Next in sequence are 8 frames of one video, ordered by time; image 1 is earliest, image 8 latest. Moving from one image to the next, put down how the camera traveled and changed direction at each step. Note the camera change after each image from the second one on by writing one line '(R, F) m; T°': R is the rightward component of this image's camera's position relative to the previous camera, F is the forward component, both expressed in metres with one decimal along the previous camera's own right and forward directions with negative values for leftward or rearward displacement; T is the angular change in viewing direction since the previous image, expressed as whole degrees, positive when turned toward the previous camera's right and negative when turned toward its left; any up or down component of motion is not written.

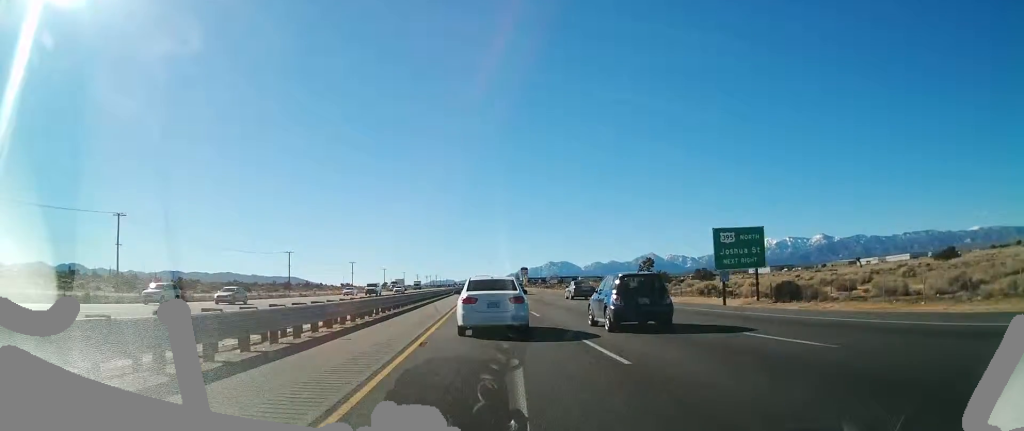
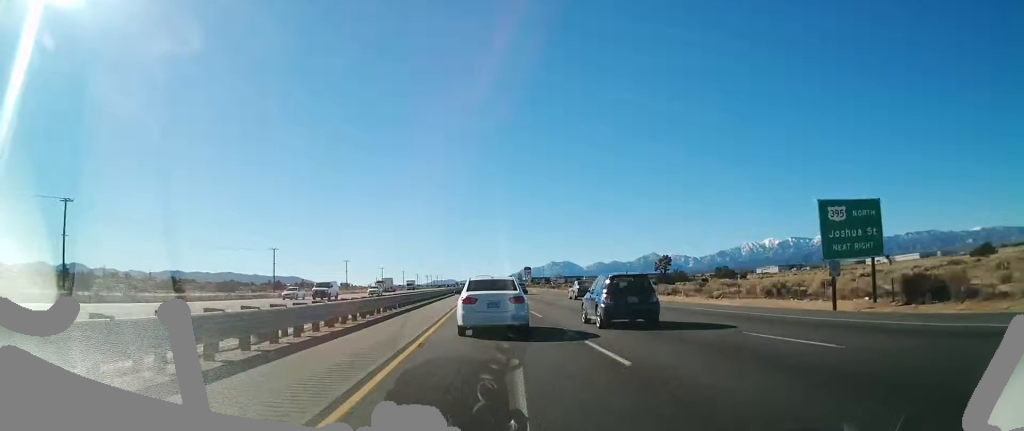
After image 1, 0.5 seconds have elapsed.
(+0.1, +15.1) m; +1°
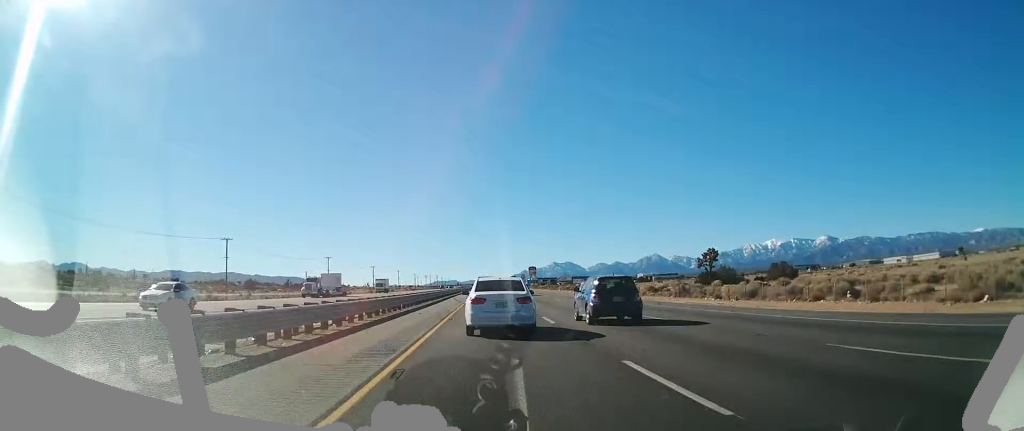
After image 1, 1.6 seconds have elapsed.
(+0.6, +33.3) m; +1°
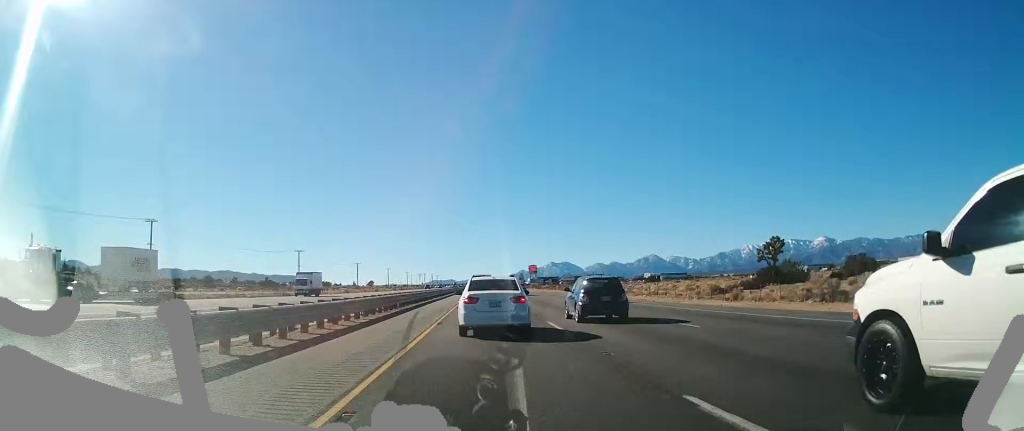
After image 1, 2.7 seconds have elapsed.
(-0.2, +32.2) m; -1°
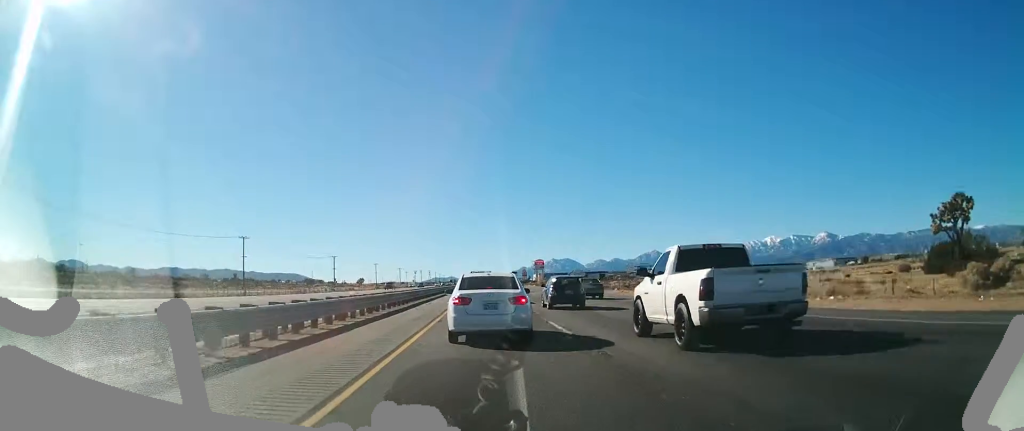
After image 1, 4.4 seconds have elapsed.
(-0.4, +50.8) m; -1°
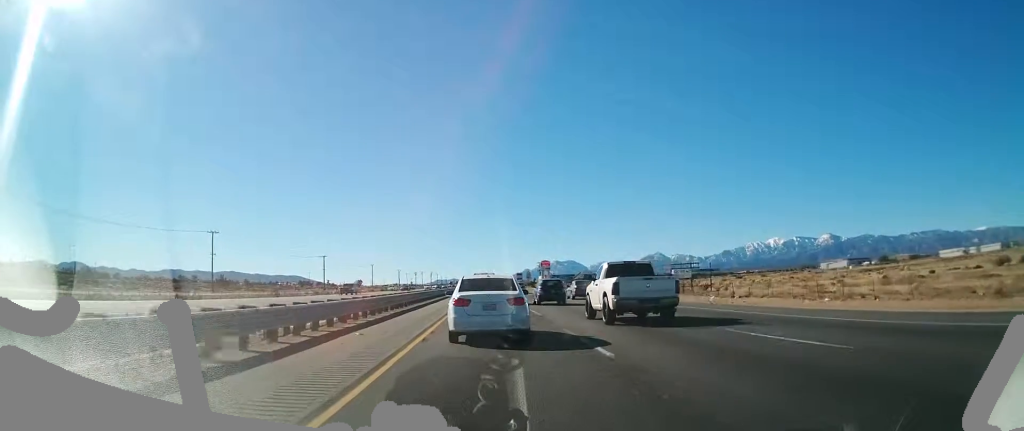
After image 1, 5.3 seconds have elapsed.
(-0.2, +22.5) m; +1°
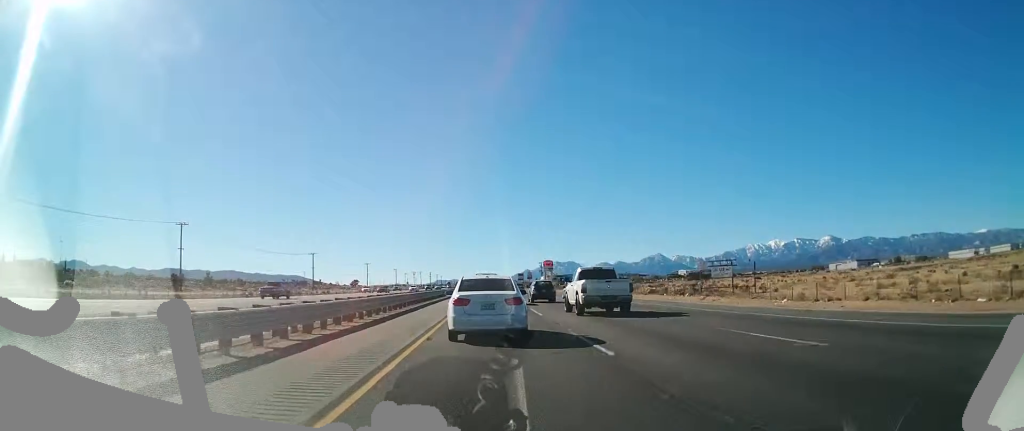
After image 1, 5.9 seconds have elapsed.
(+0.3, +15.3) m; 0°
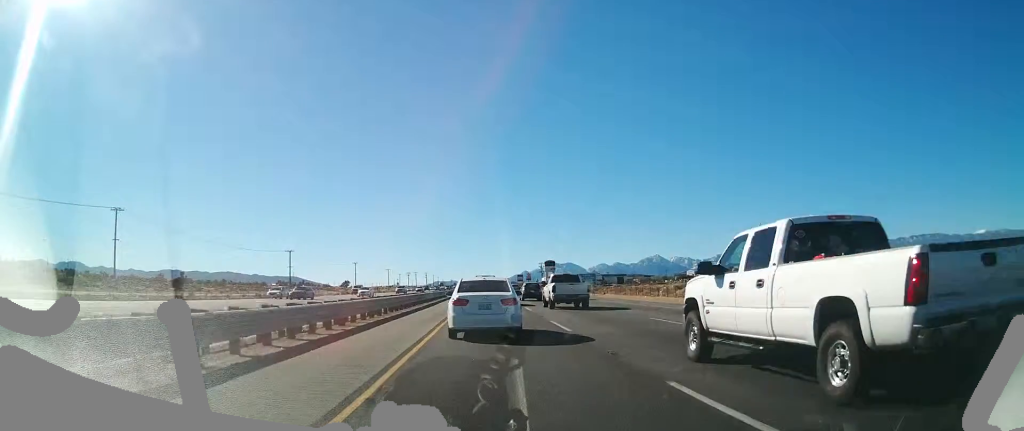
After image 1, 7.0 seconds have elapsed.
(-0.1, +22.8) m; -1°
